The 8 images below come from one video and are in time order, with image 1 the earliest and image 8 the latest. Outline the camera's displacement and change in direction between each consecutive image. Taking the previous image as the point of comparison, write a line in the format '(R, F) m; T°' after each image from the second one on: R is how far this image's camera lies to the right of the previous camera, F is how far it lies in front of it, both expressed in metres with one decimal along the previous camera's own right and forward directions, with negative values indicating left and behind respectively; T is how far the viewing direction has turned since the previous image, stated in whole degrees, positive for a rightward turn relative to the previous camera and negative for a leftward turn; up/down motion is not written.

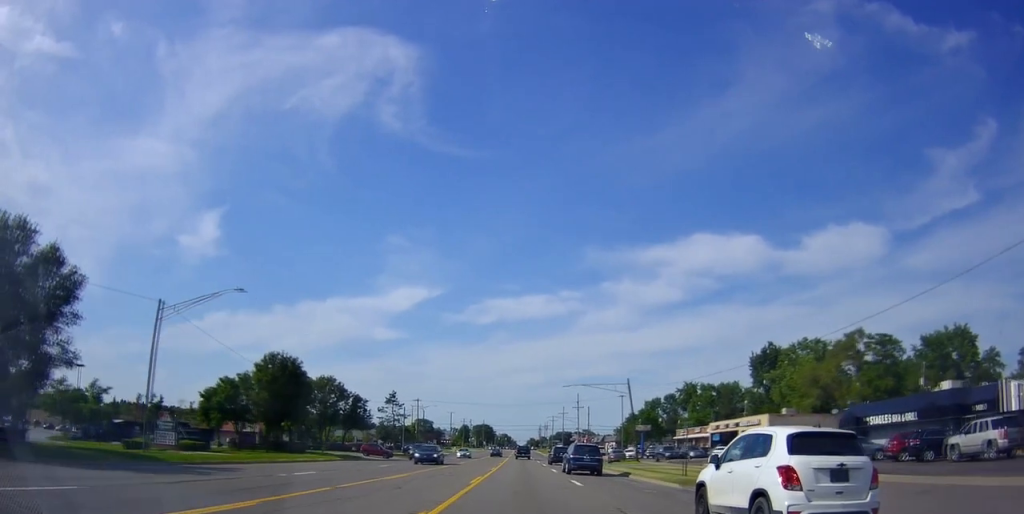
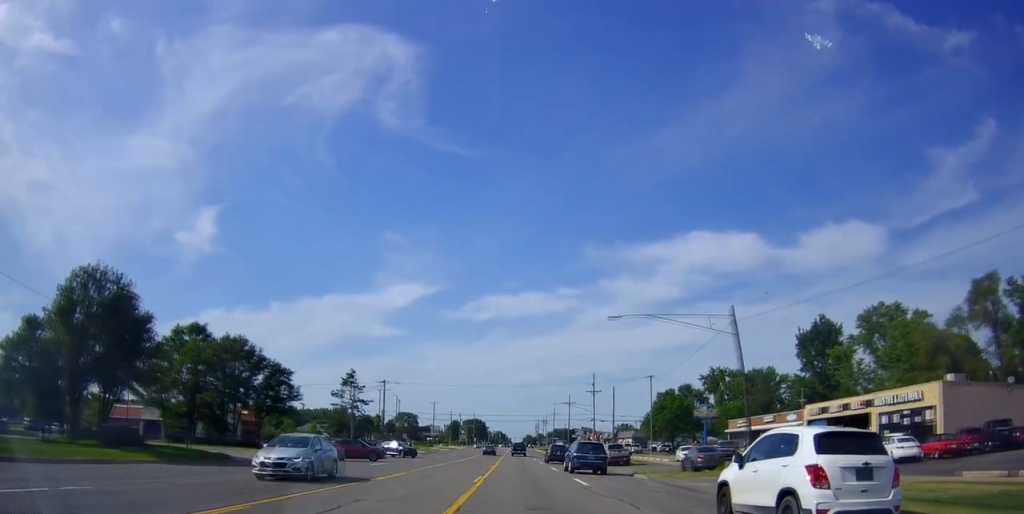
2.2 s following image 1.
(+2.0, +29.1) m; +5°
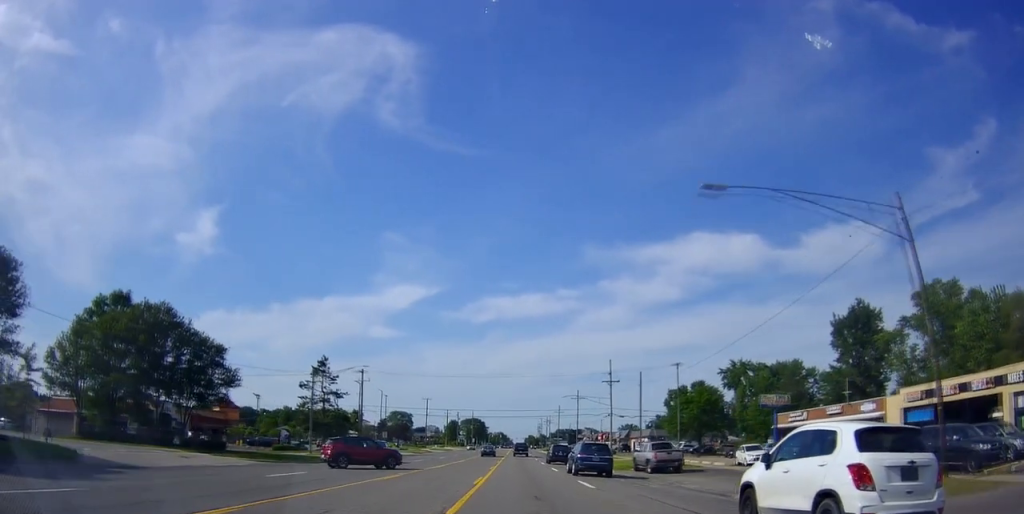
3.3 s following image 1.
(-0.1, +15.1) m; -1°
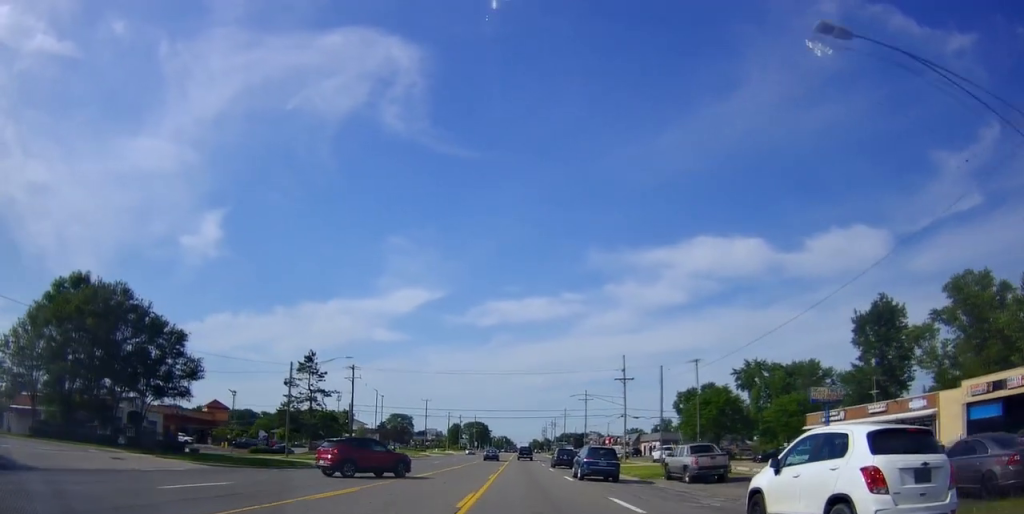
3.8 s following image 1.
(+0.3, +7.3) m; -1°
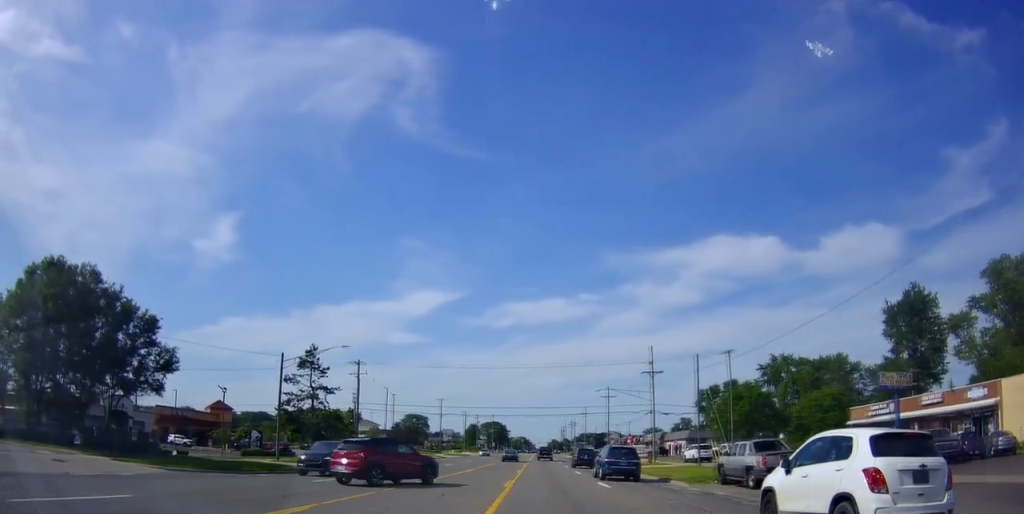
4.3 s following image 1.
(-0.3, +6.6) m; 0°
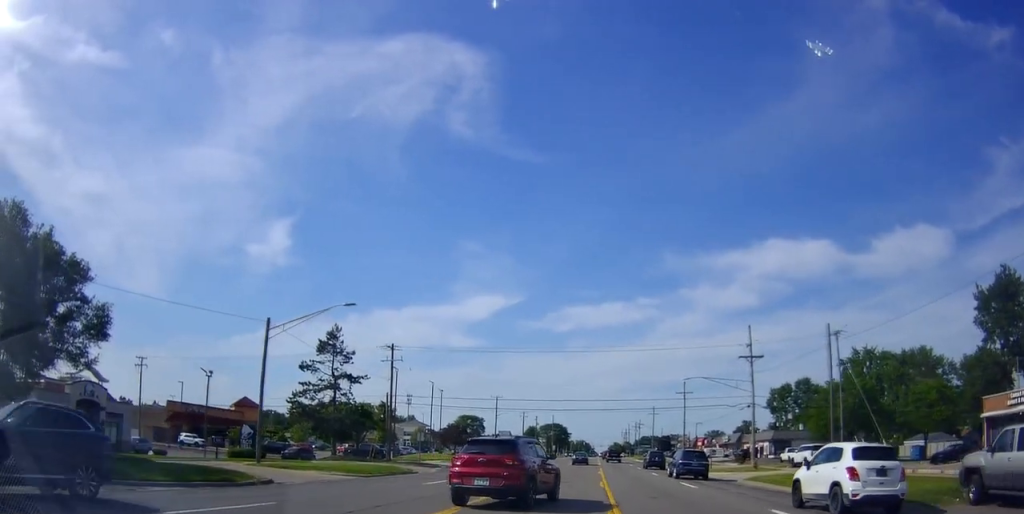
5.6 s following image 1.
(0.0, +17.2) m; -3°
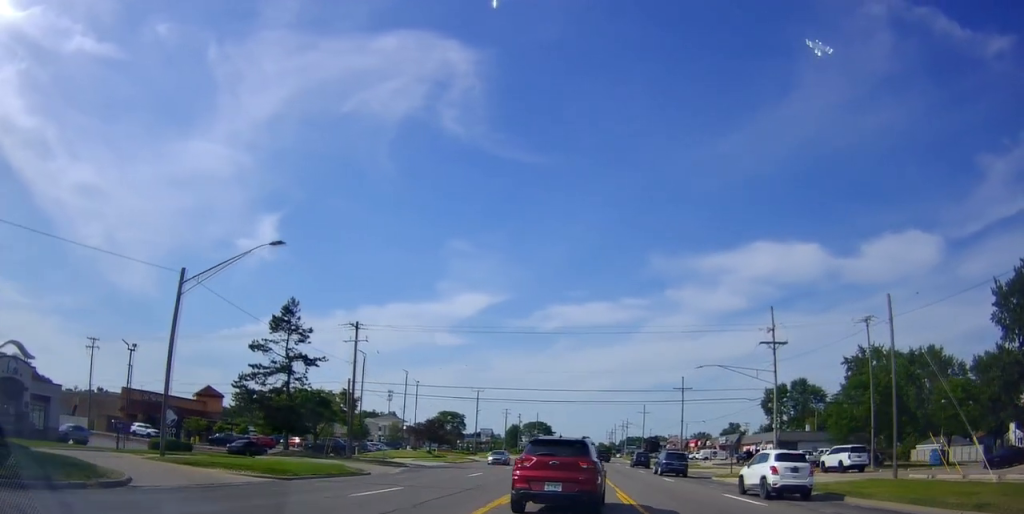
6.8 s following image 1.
(-1.1, +11.3) m; -2°
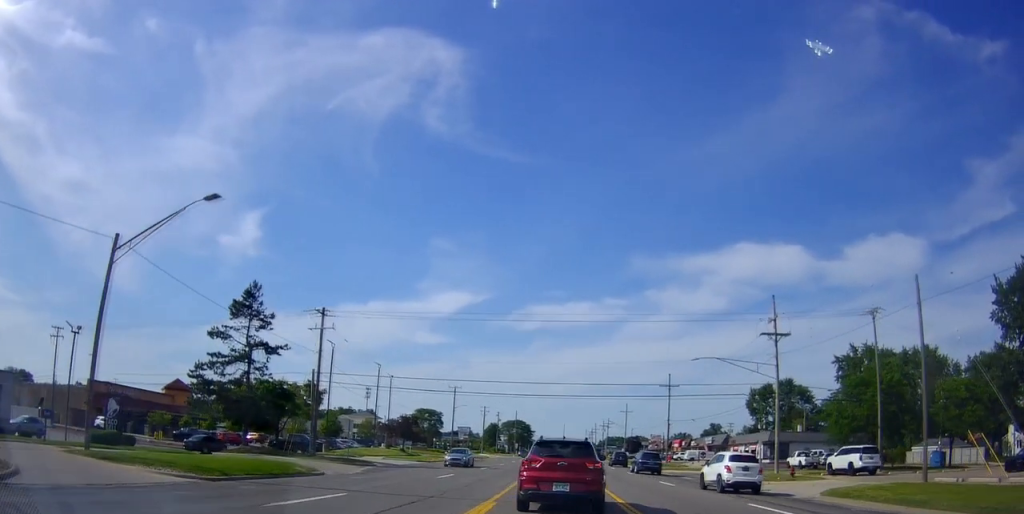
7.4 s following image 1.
(+0.5, +5.1) m; +1°
